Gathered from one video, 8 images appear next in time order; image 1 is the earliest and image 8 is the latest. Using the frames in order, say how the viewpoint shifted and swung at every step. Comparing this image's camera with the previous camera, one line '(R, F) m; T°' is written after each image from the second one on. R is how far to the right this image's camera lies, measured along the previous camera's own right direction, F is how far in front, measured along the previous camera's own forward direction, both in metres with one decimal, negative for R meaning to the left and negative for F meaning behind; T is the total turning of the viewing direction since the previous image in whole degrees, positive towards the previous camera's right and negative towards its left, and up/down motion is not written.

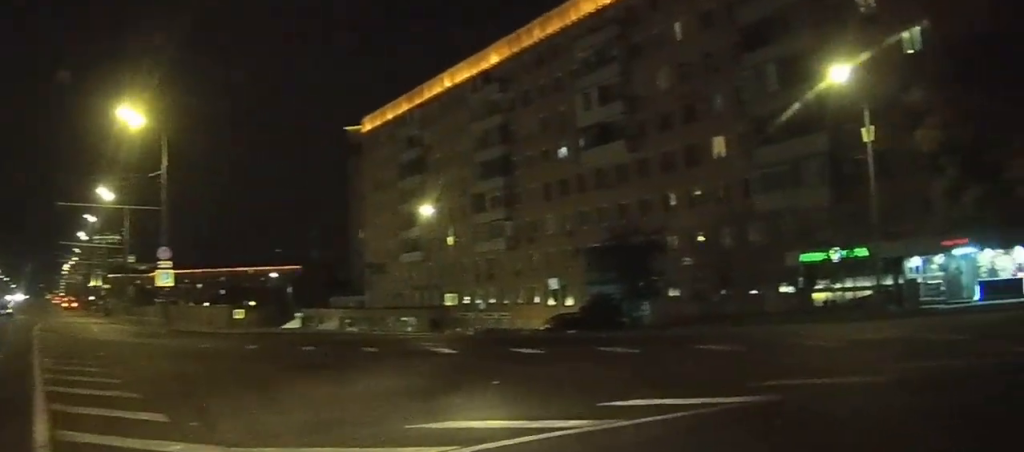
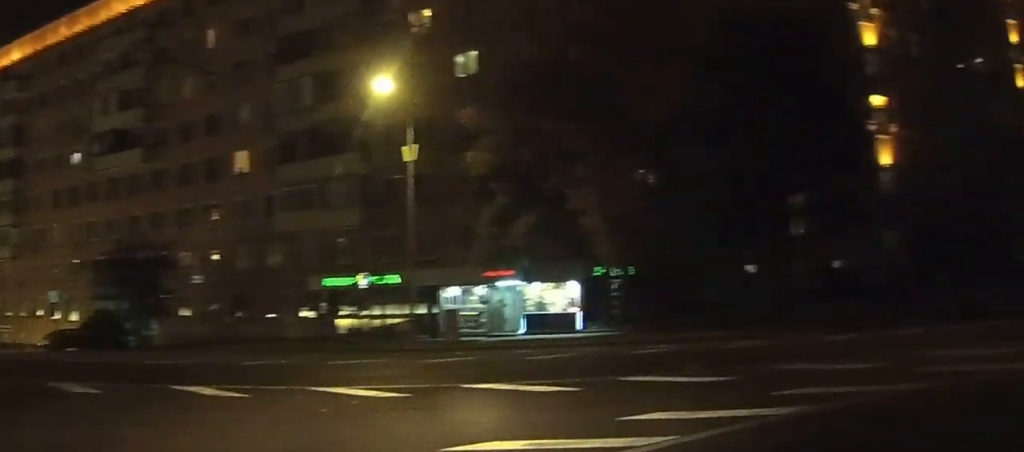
(0.0, +4.8) m; +21°
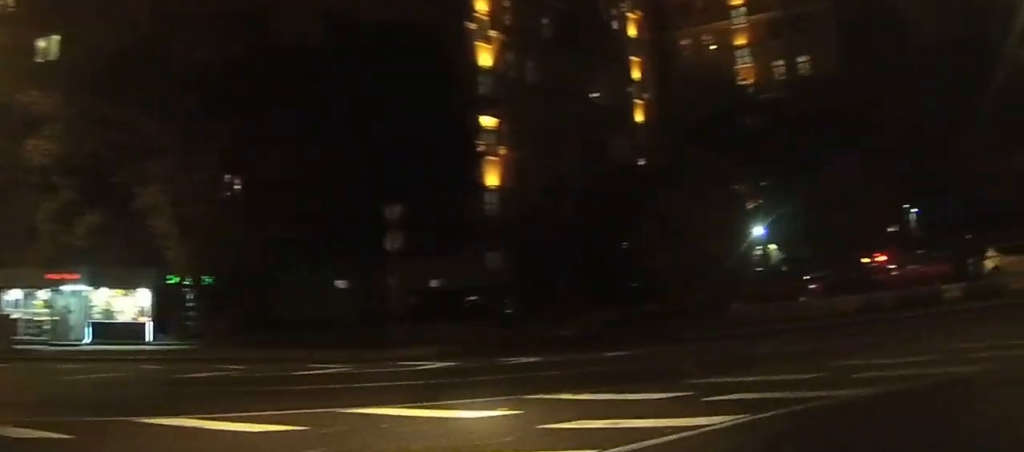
(+1.2, +2.8) m; +35°
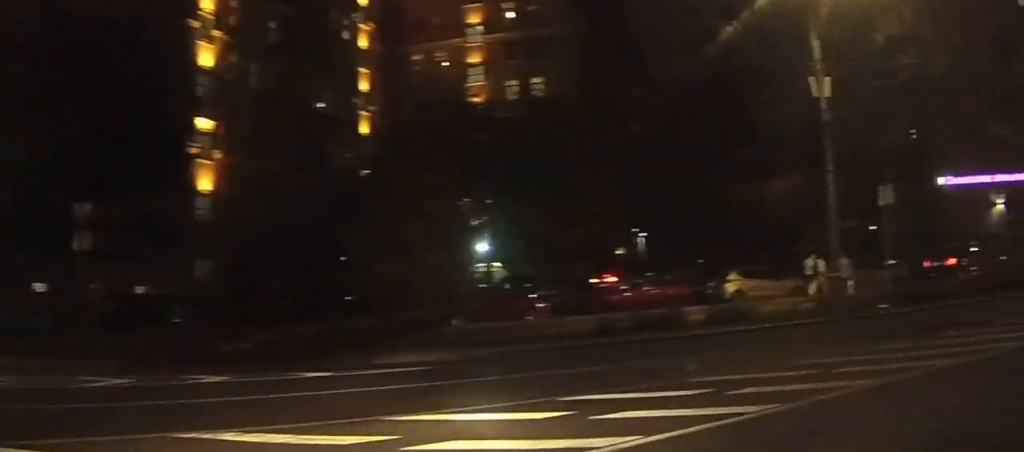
(+0.3, +2.2) m; +17°
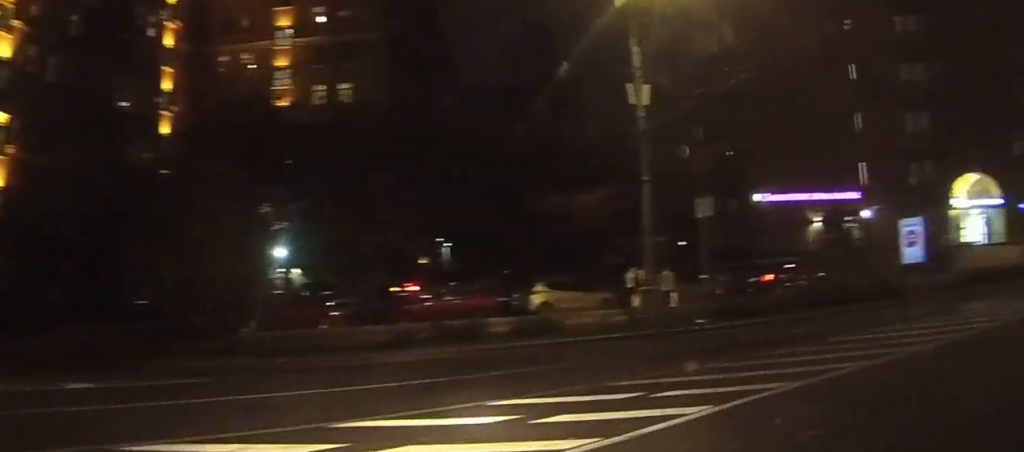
(-0.2, +1.4) m; +9°
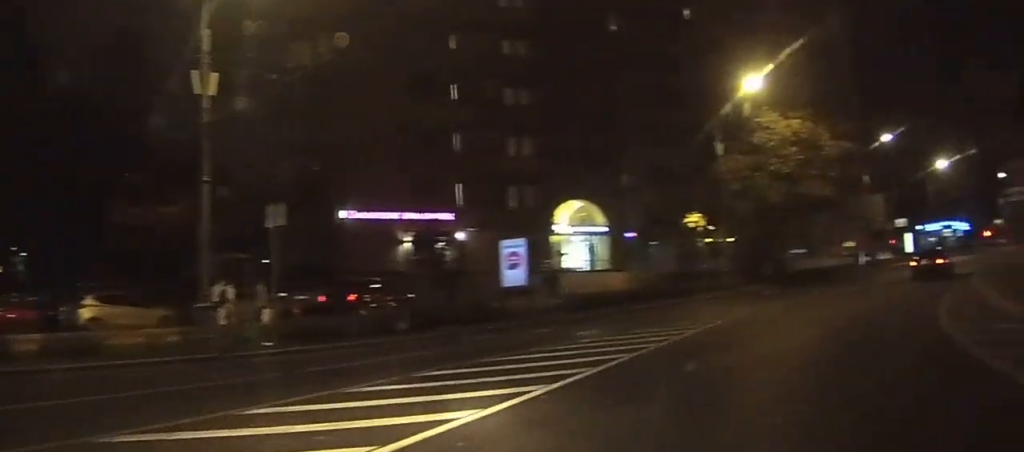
(+0.8, +3.2) m; +25°
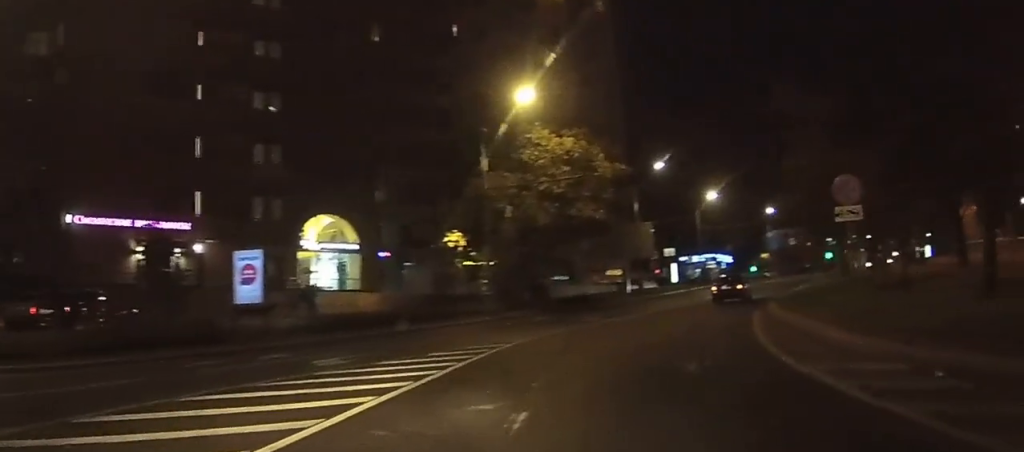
(+0.7, +3.4) m; +17°
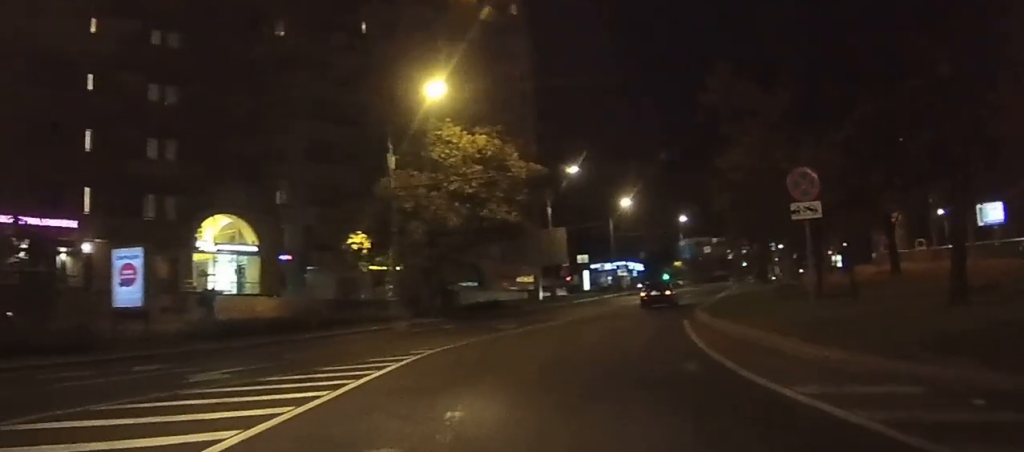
(0.0, +2.1) m; +8°
